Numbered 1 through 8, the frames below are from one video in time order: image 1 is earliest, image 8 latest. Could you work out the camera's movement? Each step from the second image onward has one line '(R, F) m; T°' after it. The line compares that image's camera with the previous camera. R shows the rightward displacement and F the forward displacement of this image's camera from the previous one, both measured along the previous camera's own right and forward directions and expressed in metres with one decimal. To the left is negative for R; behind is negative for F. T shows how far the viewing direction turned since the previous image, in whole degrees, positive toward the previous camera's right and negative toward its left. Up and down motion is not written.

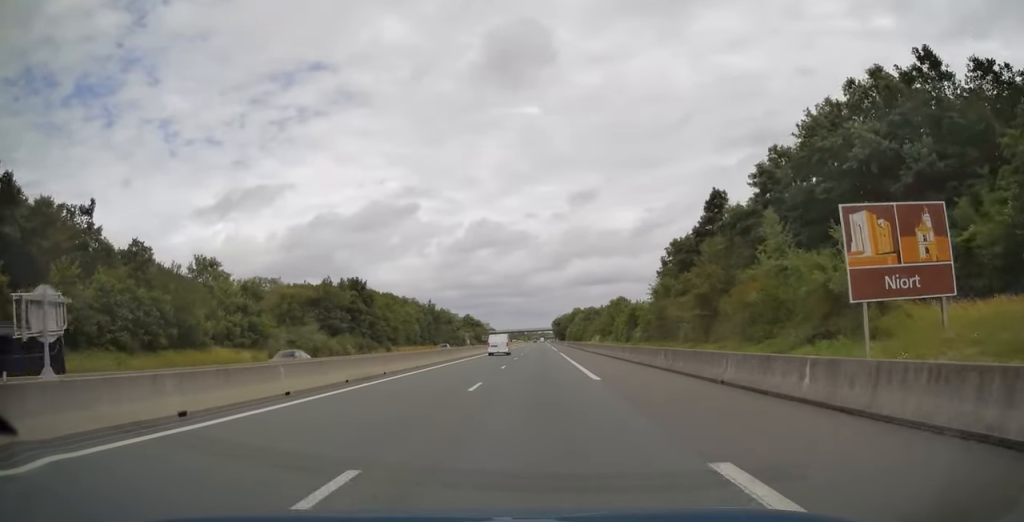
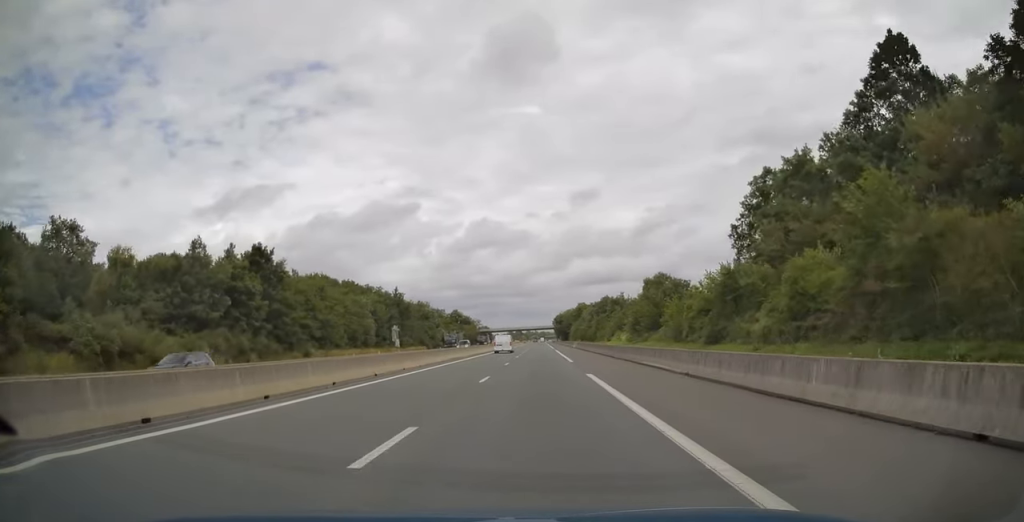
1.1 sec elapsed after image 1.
(0.0, +36.2) m; 0°
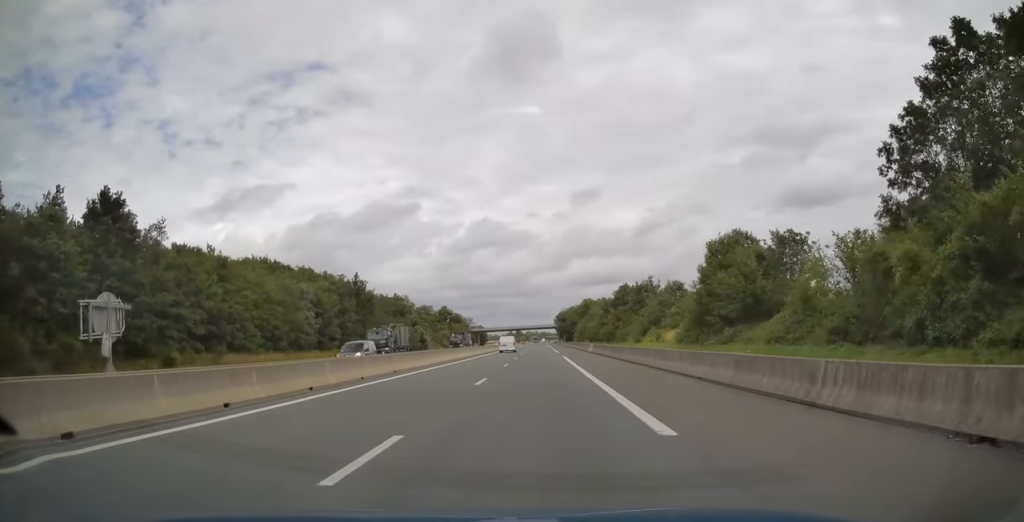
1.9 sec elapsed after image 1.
(0.0, +27.0) m; 0°
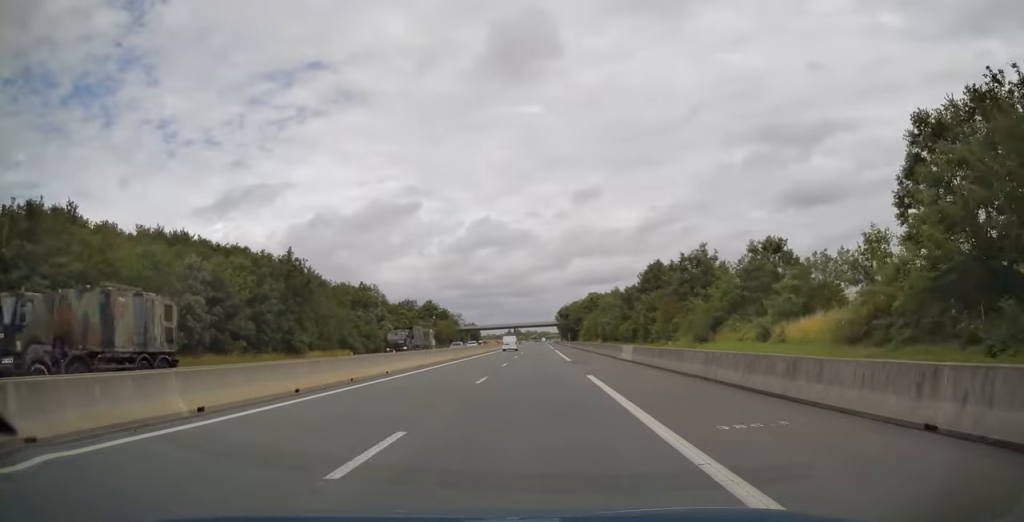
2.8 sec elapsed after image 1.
(0.0, +26.0) m; 0°
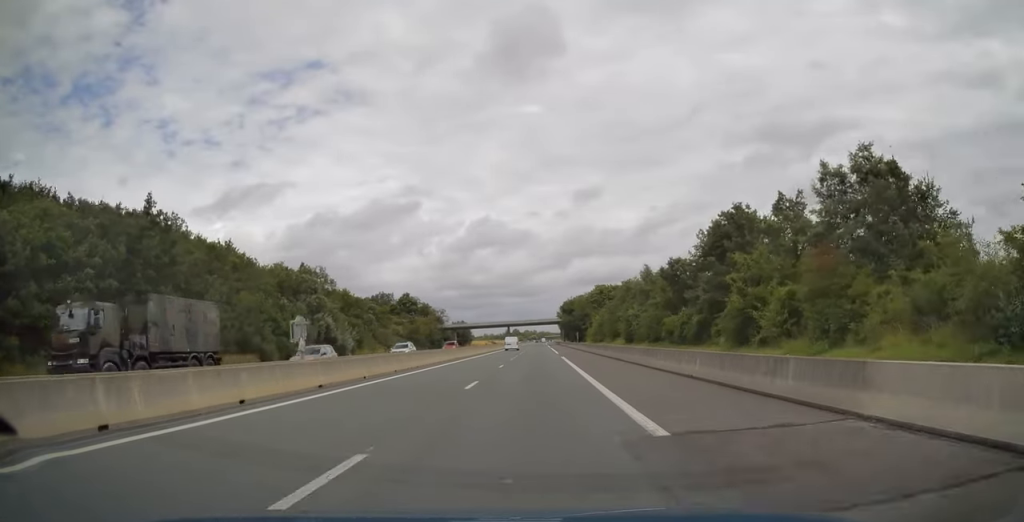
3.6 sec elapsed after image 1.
(-0.1, +28.2) m; 0°
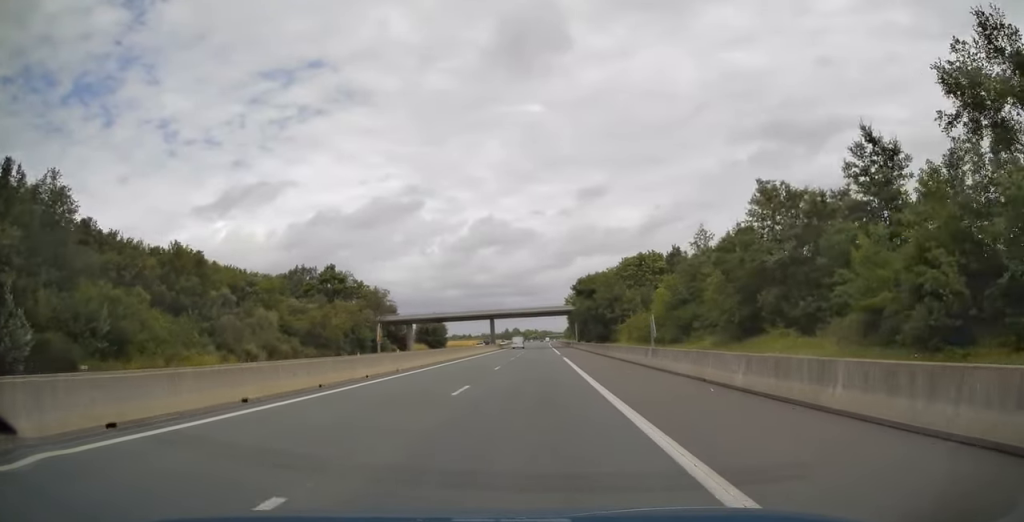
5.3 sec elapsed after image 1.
(+0.2, +54.6) m; 0°
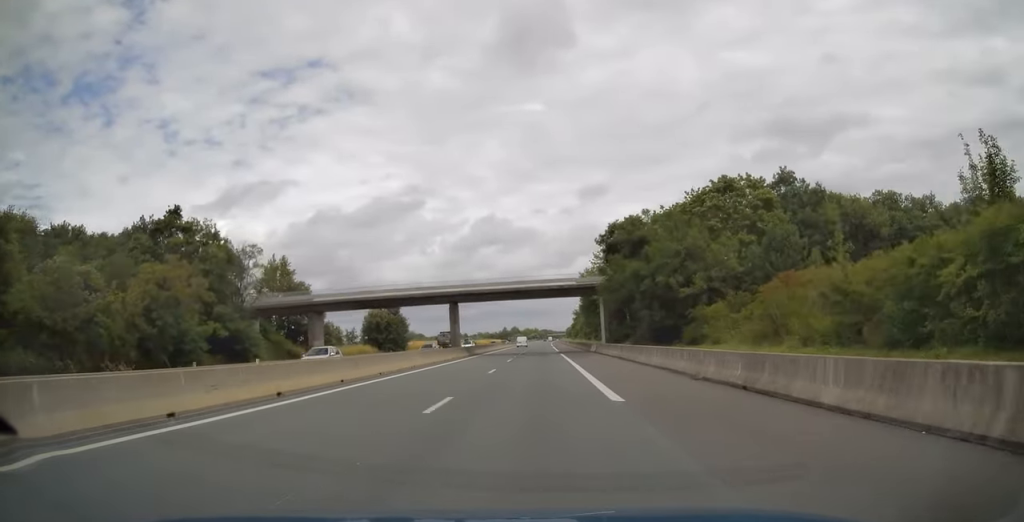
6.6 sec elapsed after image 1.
(0.0, +43.2) m; 0°
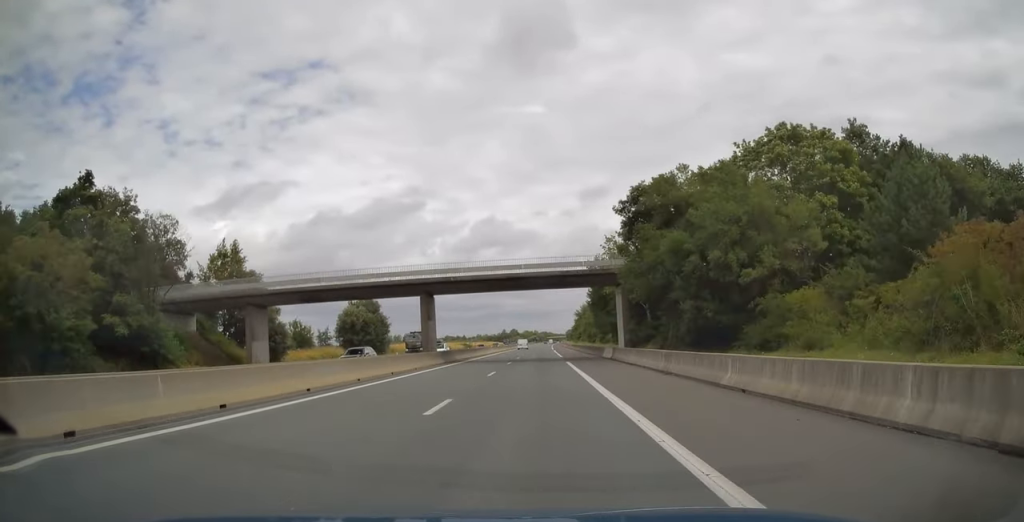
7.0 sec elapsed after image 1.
(+0.1, +13.0) m; 0°
